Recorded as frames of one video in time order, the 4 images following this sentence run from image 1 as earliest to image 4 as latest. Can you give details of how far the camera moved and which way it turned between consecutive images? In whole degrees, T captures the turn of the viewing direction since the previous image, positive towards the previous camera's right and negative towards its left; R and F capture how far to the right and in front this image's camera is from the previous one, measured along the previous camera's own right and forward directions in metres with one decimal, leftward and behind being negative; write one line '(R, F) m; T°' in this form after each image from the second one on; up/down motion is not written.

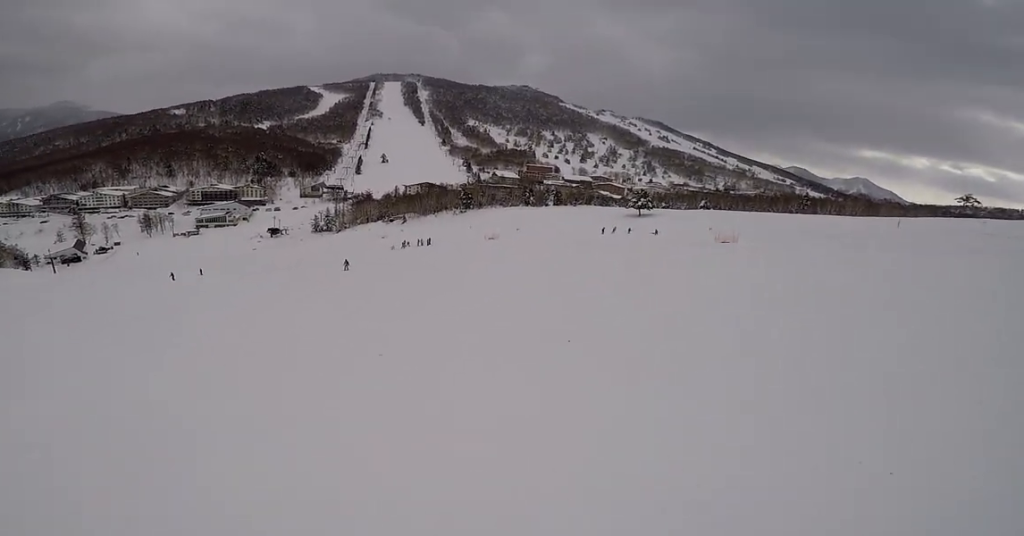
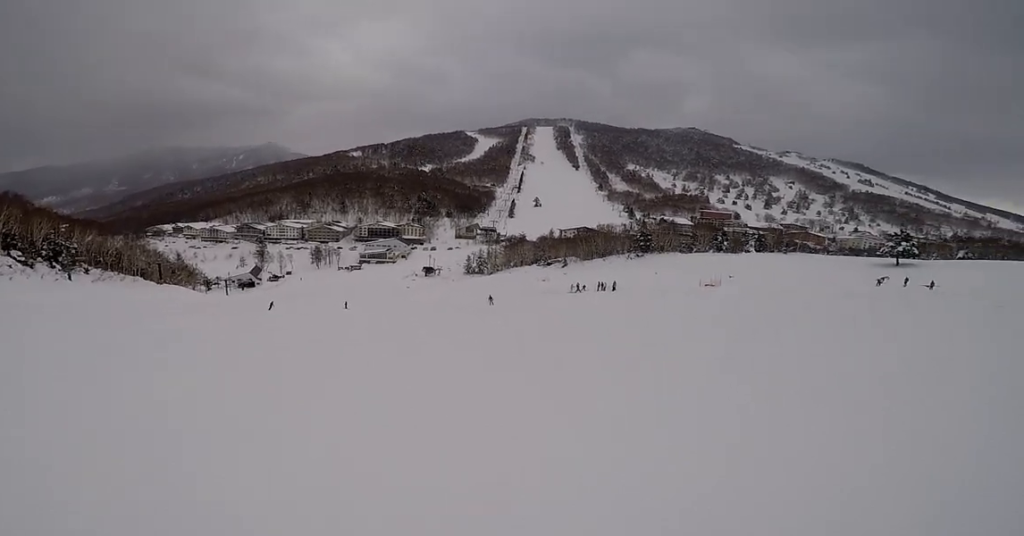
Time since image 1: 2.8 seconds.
(-6.8, +20.6) m; -16°
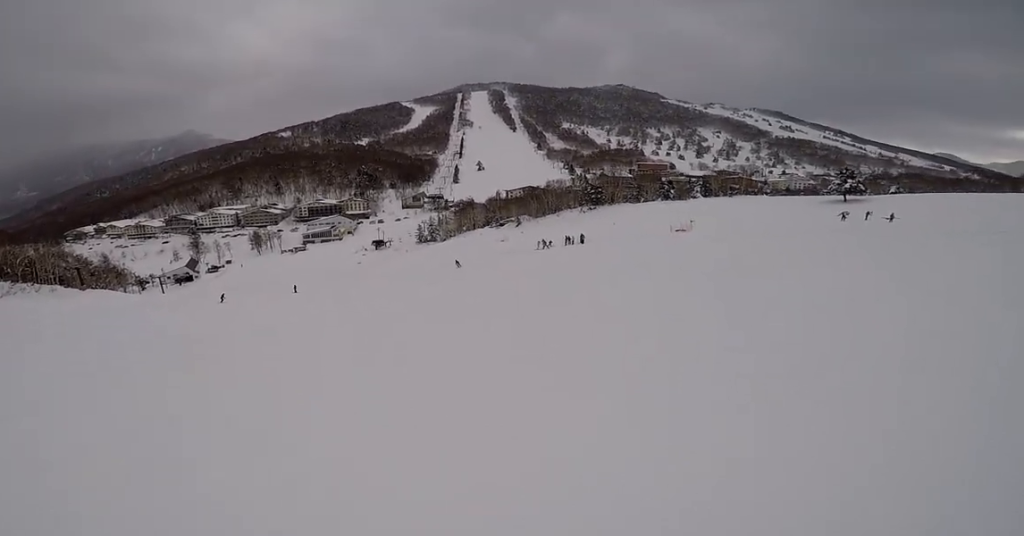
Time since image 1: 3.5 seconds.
(+0.6, +5.5) m; +13°
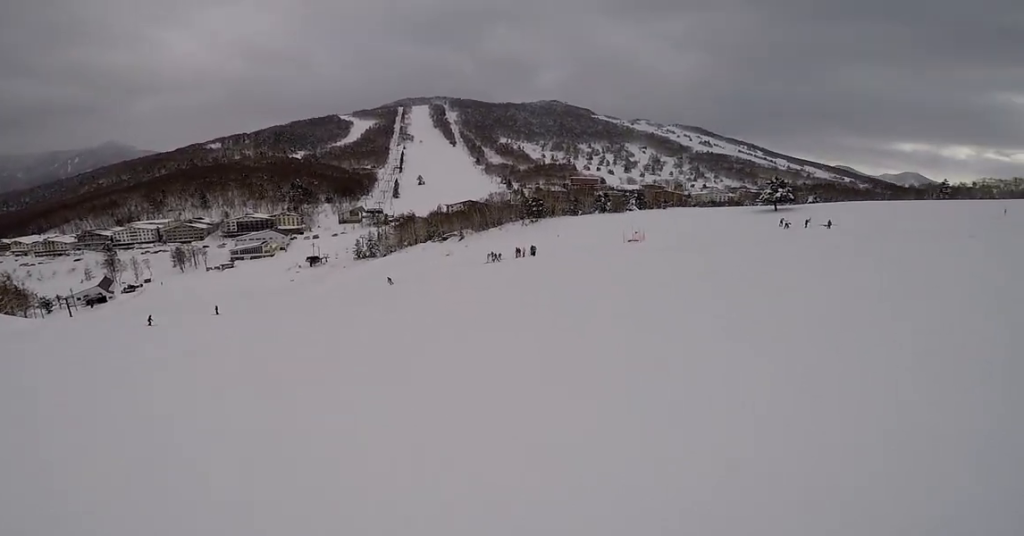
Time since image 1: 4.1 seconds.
(+0.7, +5.3) m; +1°
